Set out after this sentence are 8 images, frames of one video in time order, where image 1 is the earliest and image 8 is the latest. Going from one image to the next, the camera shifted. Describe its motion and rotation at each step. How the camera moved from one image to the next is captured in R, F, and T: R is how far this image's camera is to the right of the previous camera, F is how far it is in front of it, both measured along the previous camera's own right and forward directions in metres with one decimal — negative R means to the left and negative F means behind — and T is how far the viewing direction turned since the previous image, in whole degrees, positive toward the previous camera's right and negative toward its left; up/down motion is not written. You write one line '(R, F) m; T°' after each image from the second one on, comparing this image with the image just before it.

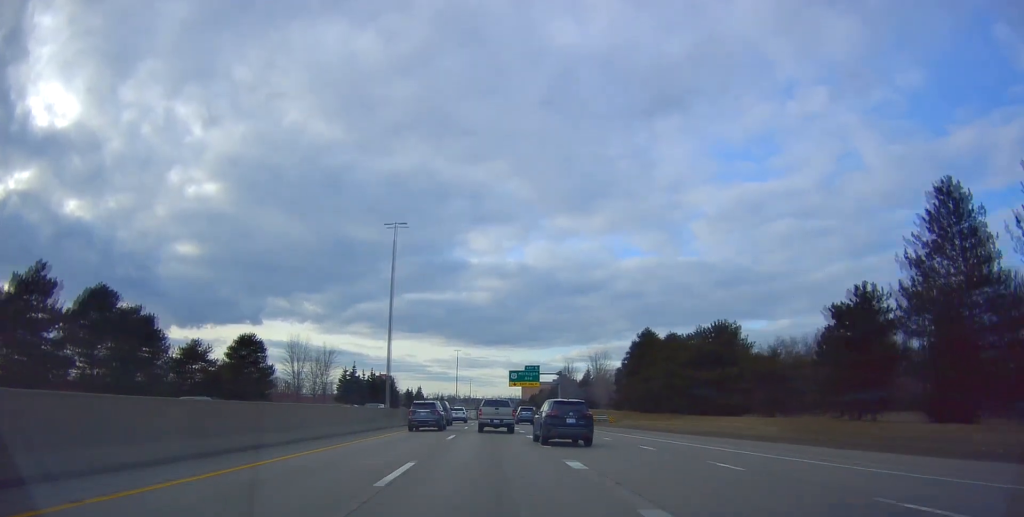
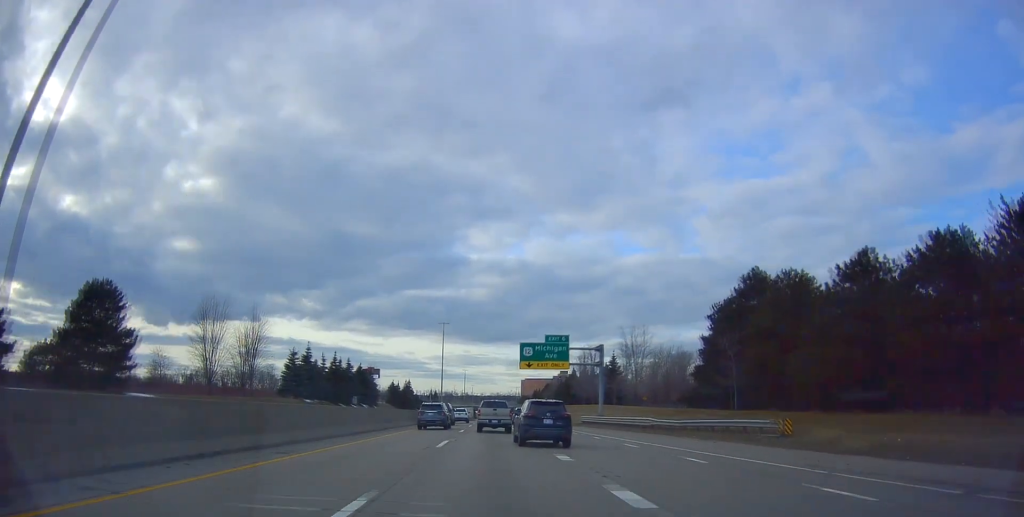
(+0.2, +36.3) m; 0°
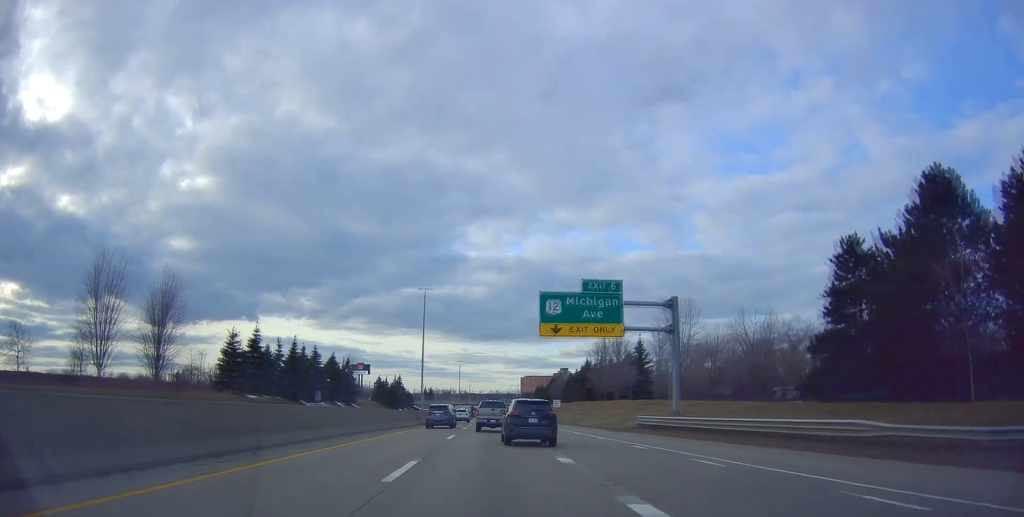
(0.0, +24.5) m; -1°
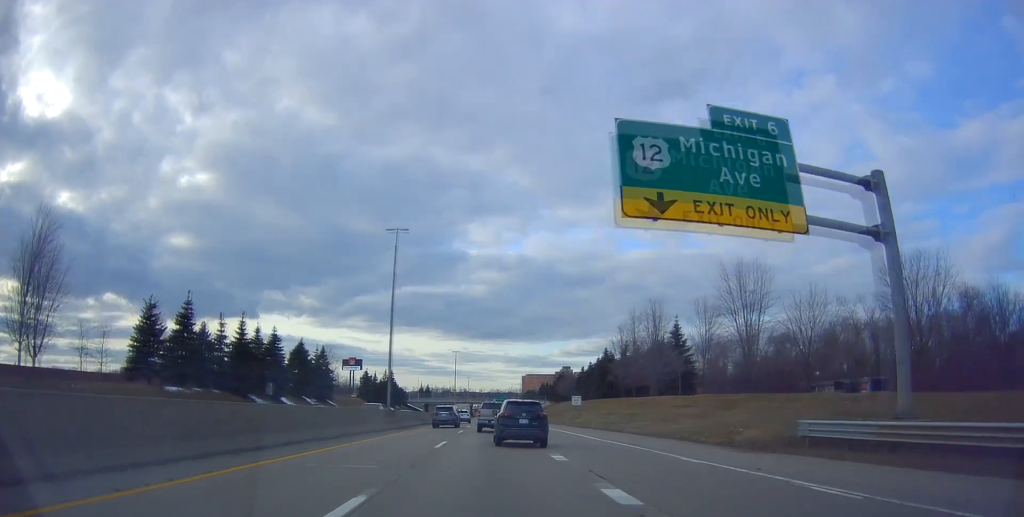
(-0.2, +21.3) m; 0°
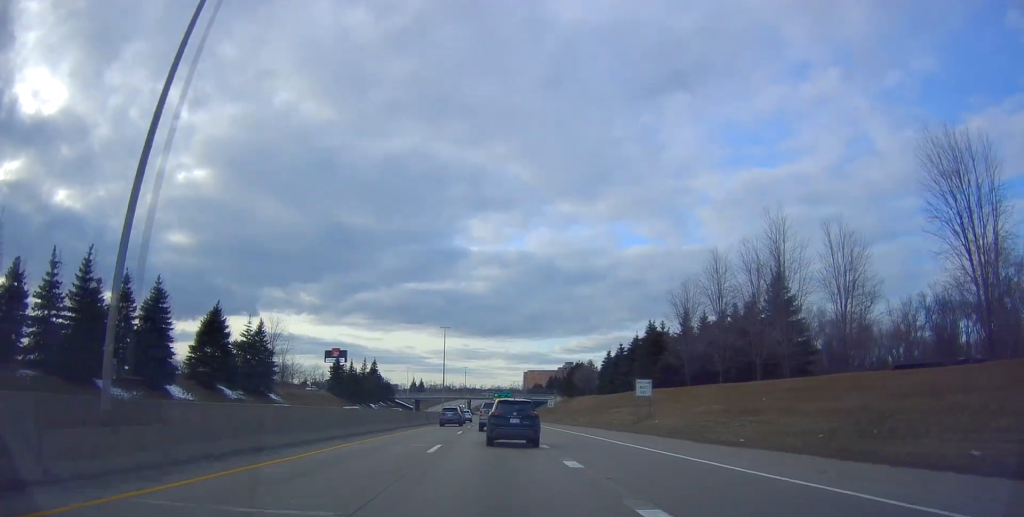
(+0.2, +32.4) m; +1°
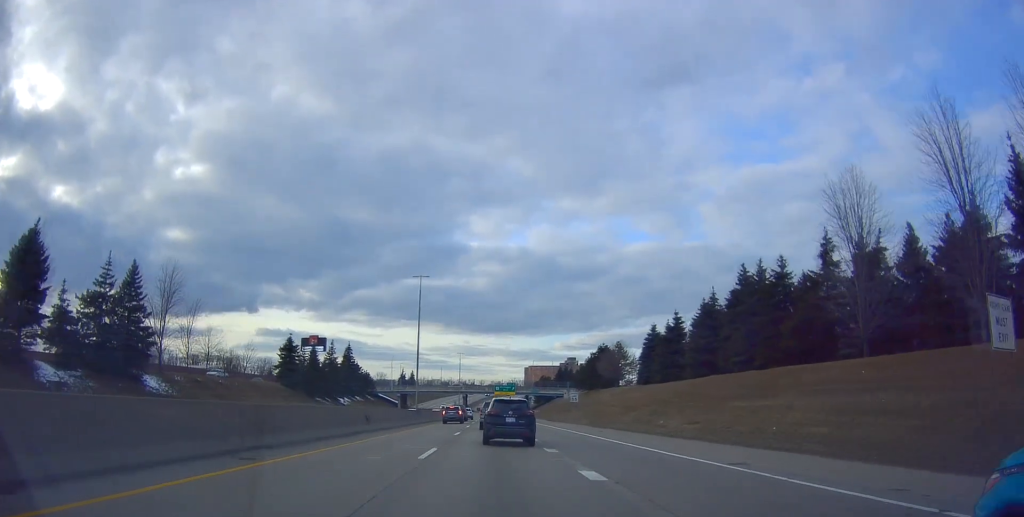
(+0.3, +32.6) m; 0°
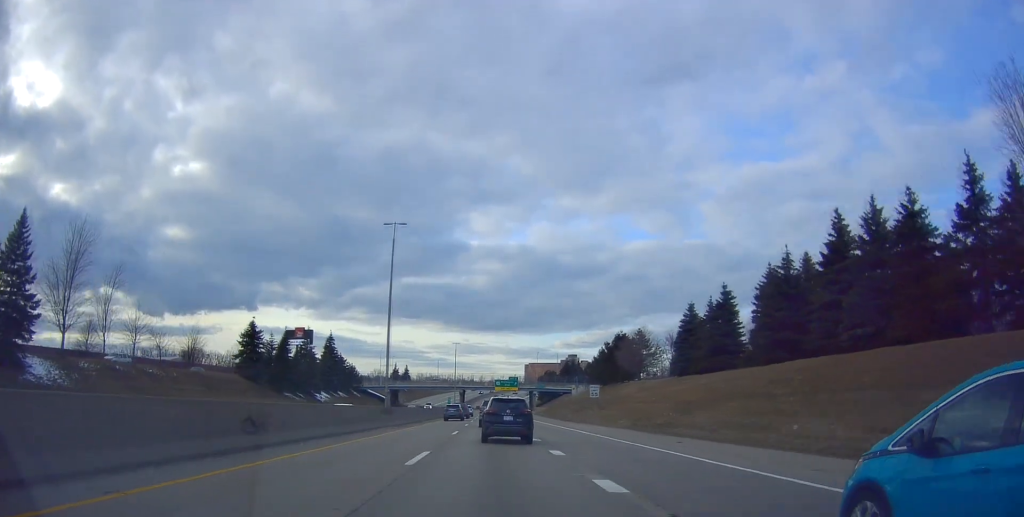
(+0.1, +16.7) m; -1°
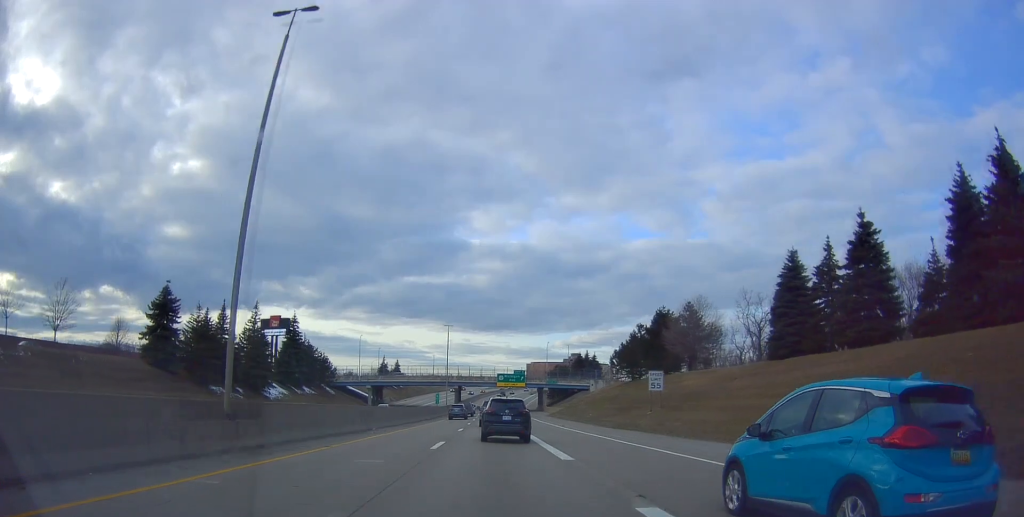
(-0.6, +25.4) m; -1°
